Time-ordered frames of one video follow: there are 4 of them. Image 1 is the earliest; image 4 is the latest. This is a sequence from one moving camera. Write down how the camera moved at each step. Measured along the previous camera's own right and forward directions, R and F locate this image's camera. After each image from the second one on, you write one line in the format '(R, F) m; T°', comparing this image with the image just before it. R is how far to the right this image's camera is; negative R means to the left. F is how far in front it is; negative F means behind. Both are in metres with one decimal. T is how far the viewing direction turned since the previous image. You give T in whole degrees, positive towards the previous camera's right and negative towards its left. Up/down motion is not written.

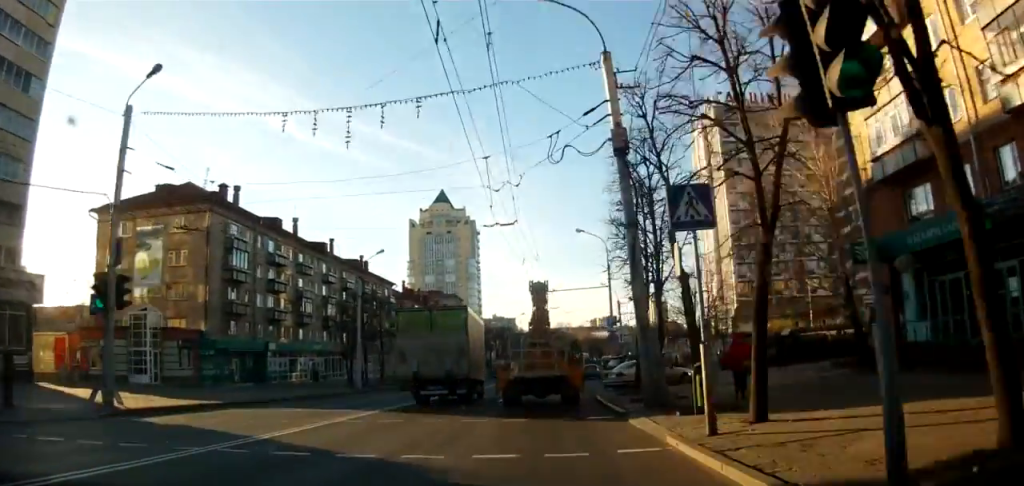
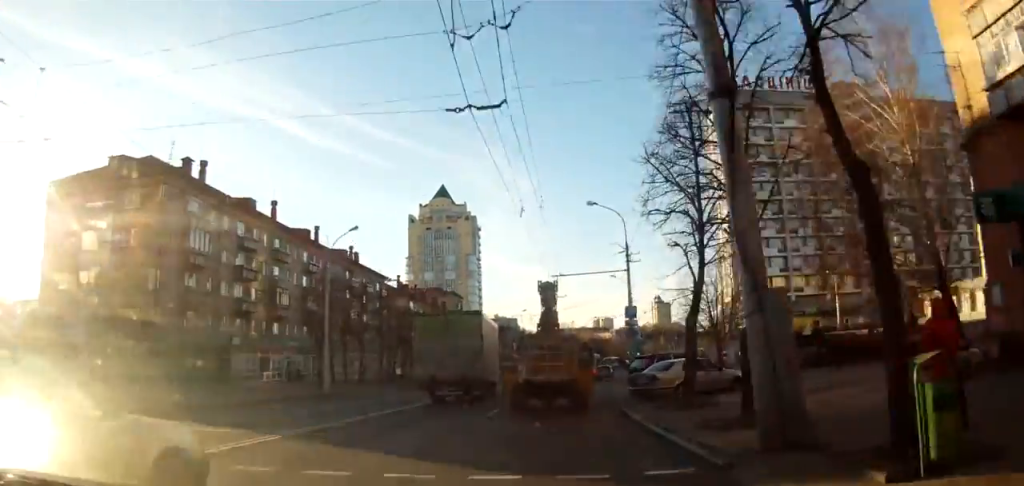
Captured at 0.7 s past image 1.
(-0.4, +8.6) m; 0°
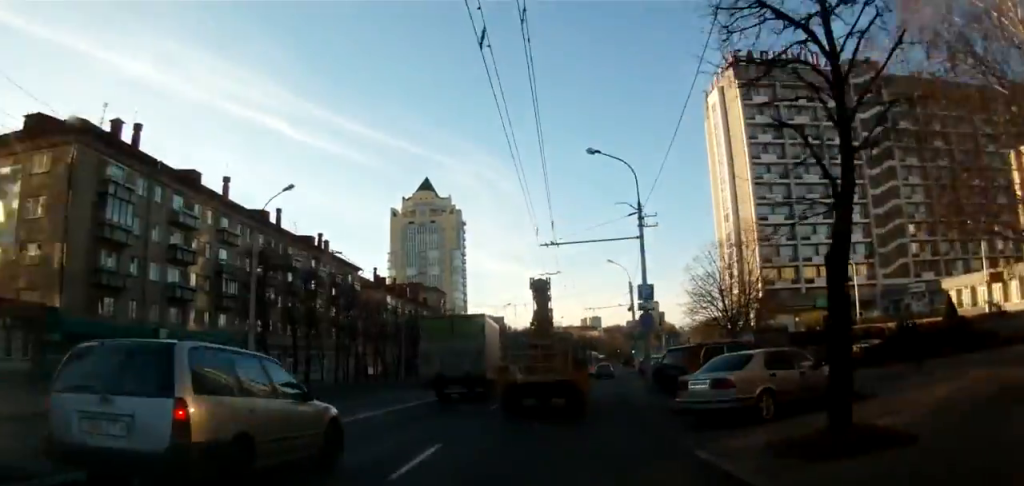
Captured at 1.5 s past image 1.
(+0.4, +9.3) m; +2°
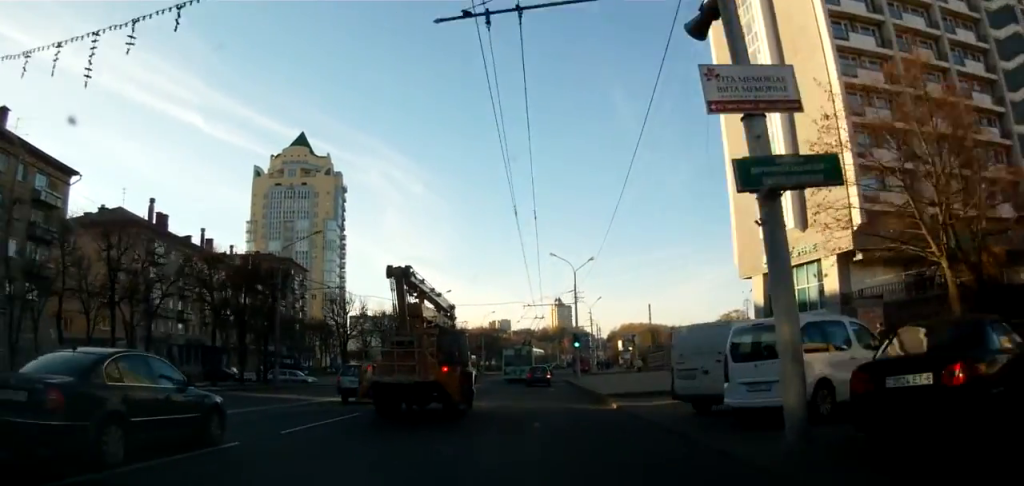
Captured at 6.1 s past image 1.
(+2.3, +51.6) m; +7°
